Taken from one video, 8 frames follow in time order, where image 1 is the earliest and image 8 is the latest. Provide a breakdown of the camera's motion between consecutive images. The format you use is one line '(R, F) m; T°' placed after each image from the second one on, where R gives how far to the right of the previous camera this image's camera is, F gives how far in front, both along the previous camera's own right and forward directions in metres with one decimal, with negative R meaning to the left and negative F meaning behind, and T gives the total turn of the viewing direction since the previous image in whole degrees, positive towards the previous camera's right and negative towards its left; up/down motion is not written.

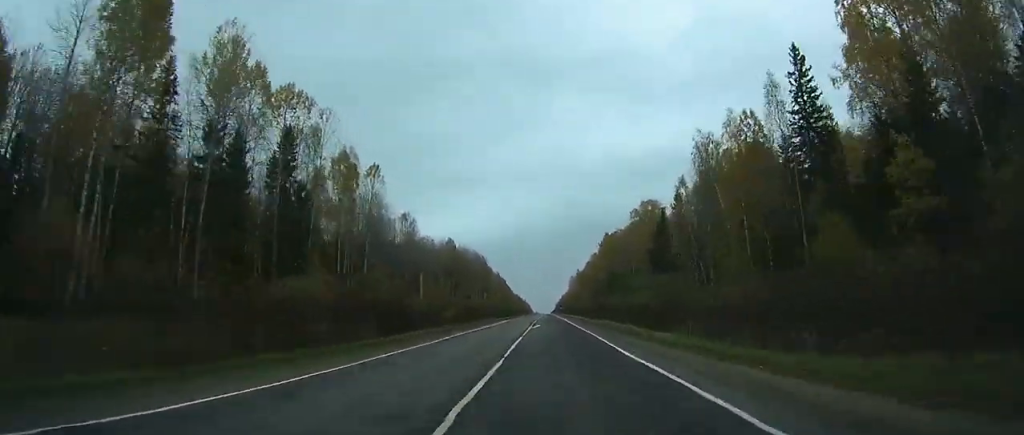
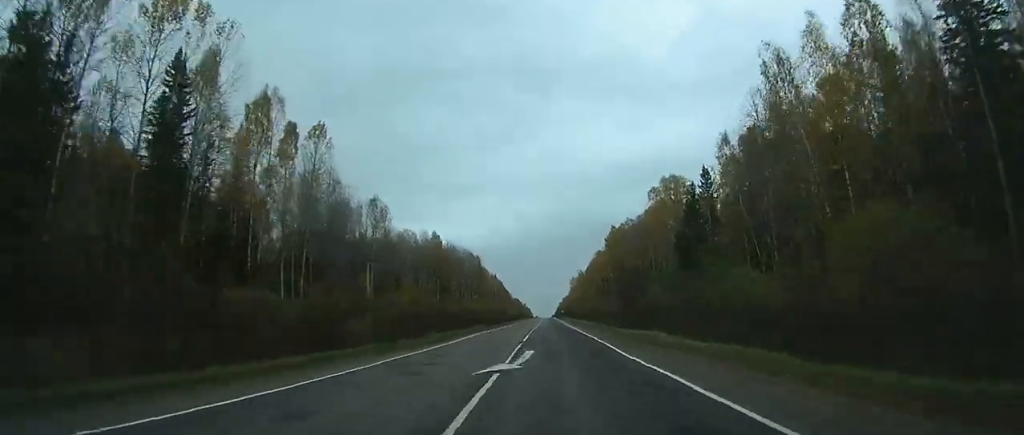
(+0.3, +28.8) m; +1°
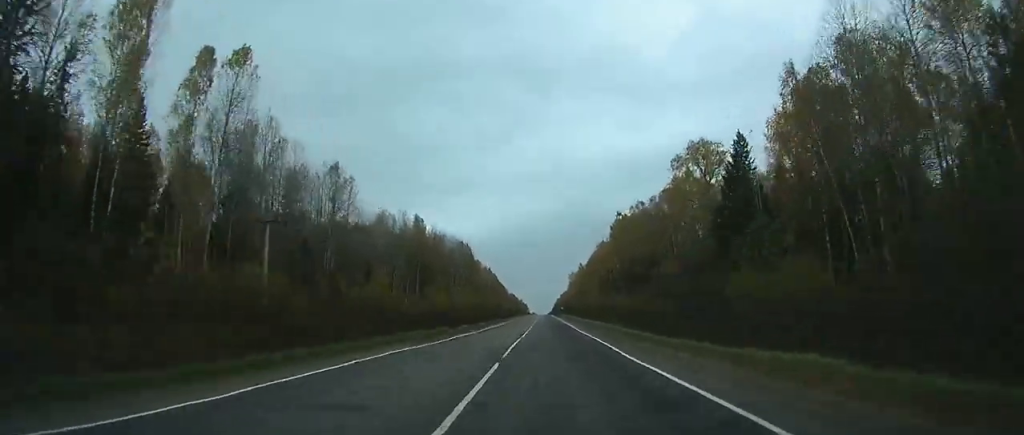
(0.0, +23.9) m; 0°
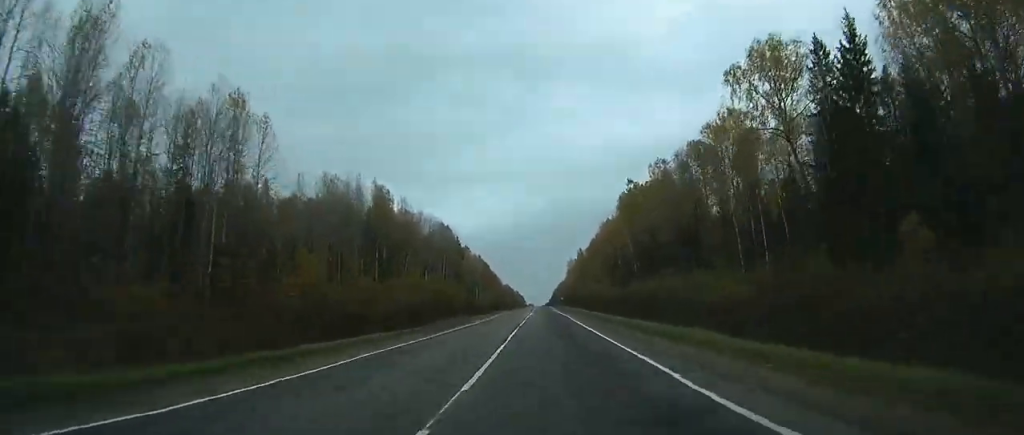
(0.0, +33.3) m; 0°
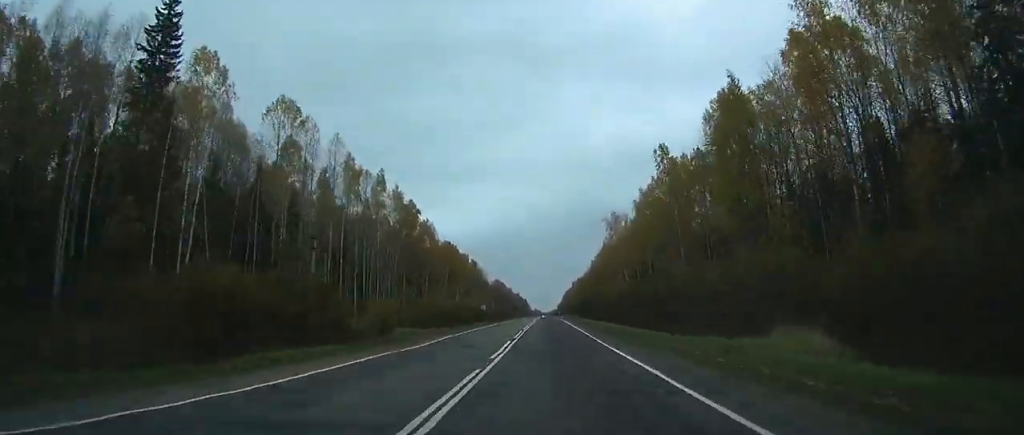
(-0.7, +189.3) m; 0°
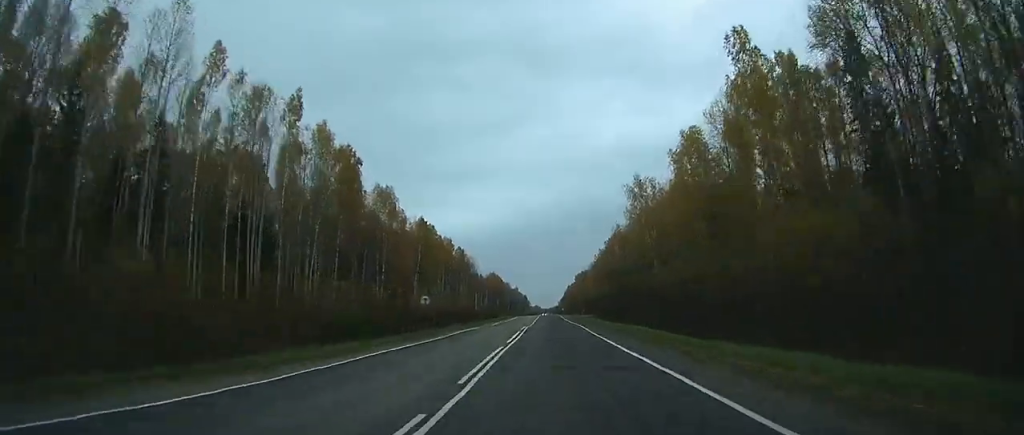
(0.0, +42.6) m; 0°
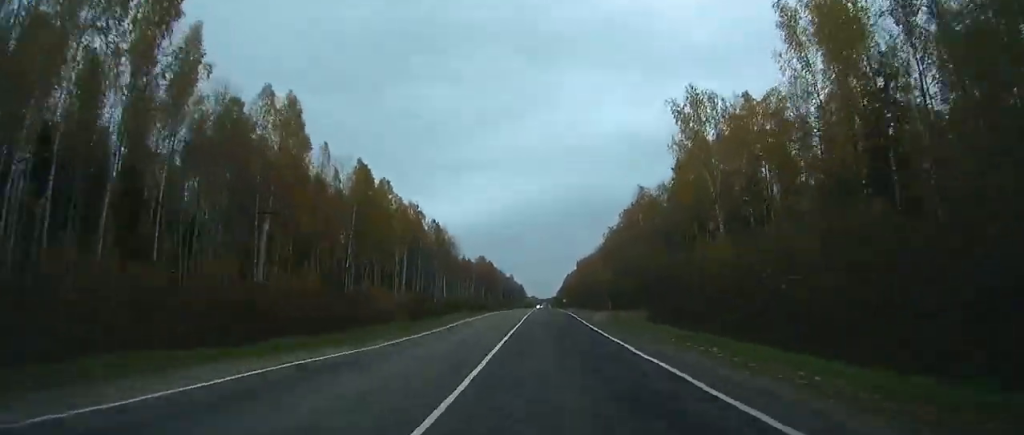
(+0.1, +48.2) m; 0°
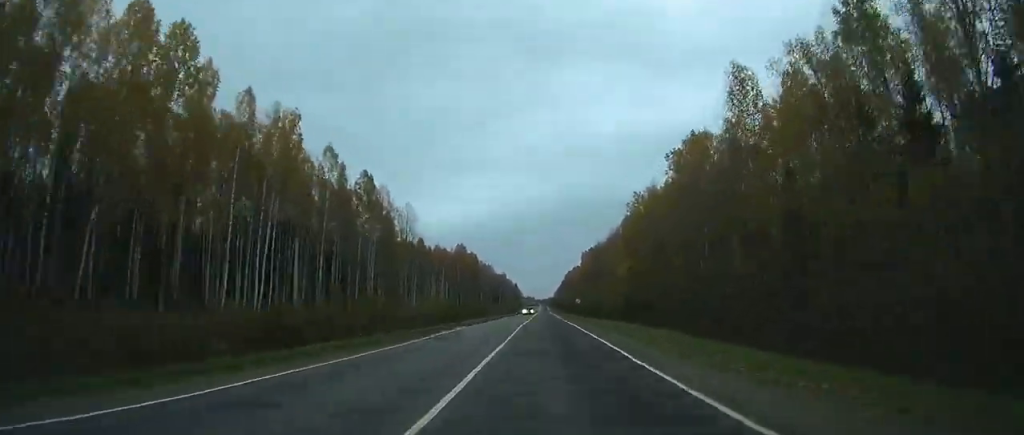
(-0.1, +69.0) m; 0°
